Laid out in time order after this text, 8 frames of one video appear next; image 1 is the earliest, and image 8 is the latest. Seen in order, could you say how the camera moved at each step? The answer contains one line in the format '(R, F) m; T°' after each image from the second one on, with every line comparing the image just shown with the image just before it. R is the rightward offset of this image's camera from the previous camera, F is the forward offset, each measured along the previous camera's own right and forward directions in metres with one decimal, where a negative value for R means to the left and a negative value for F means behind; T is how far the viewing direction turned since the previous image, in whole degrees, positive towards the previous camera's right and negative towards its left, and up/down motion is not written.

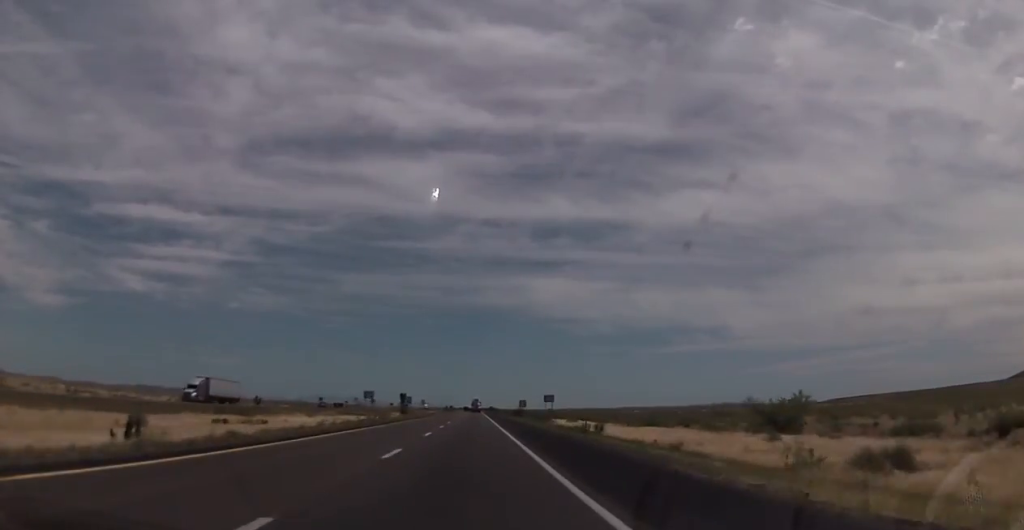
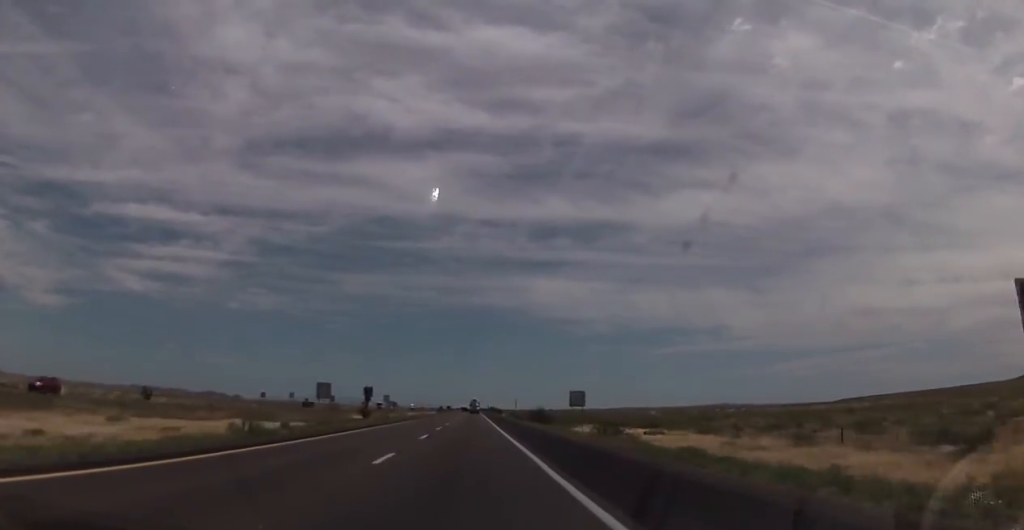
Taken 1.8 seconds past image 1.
(-0.6, +63.0) m; 0°
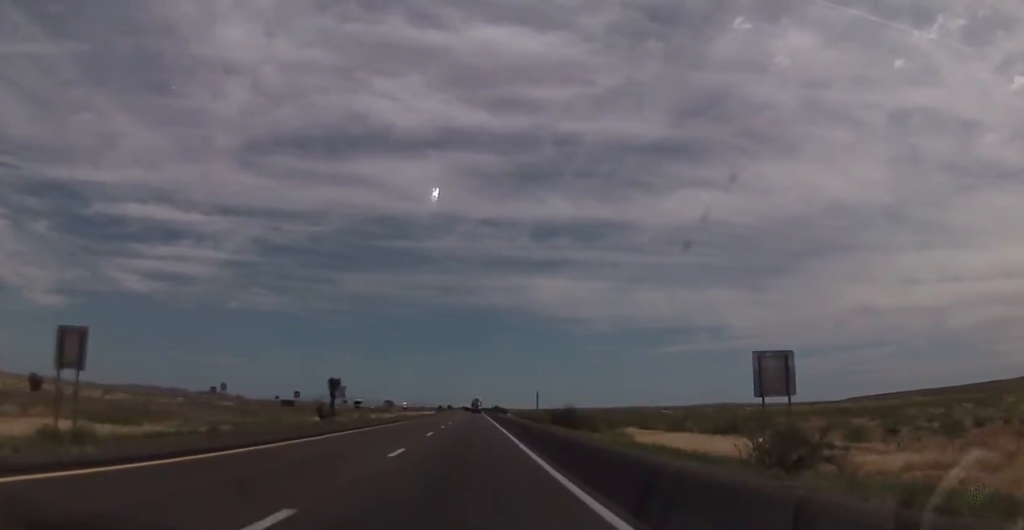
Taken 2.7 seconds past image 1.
(+0.4, +34.6) m; +1°
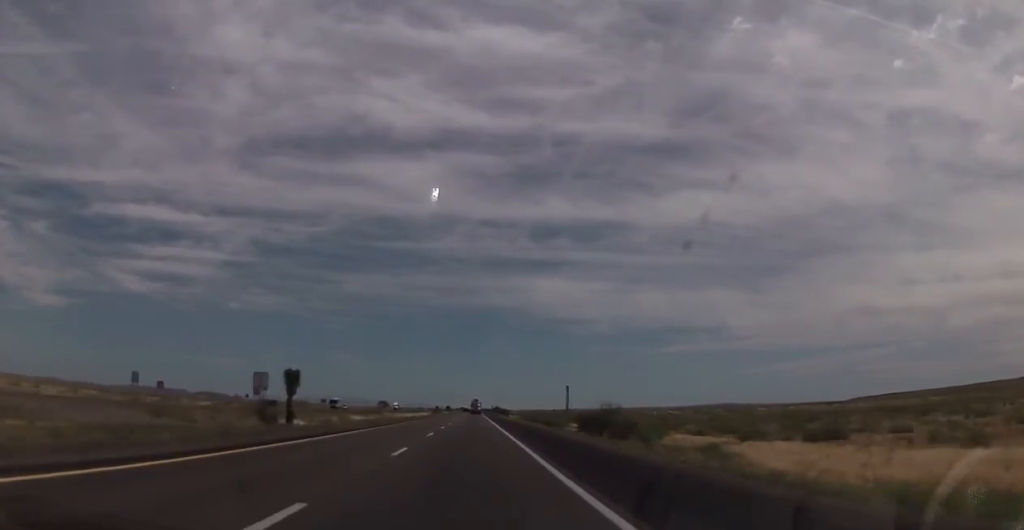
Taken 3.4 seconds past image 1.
(0.0, +24.0) m; 0°
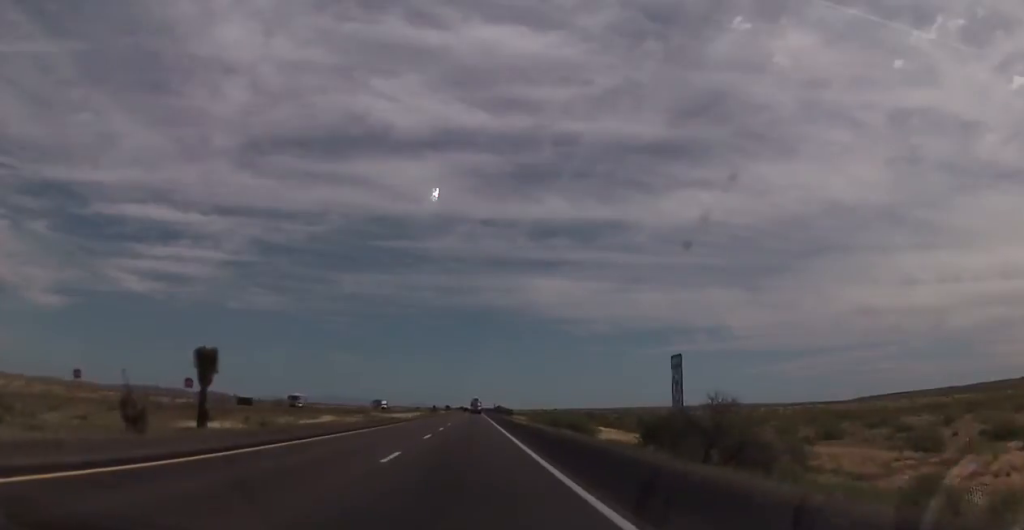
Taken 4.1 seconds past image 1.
(0.0, +26.5) m; -1°
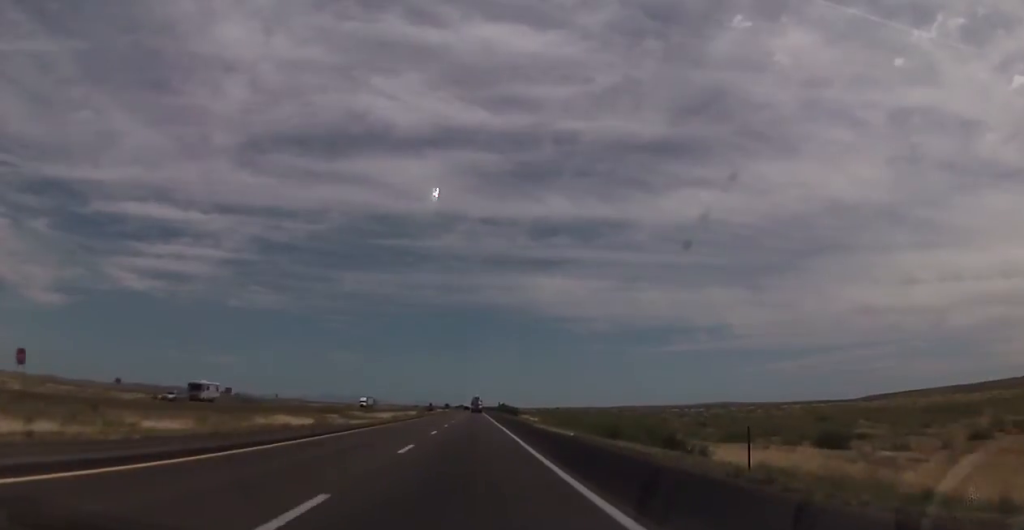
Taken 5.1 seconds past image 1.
(-0.3, +33.8) m; 0°
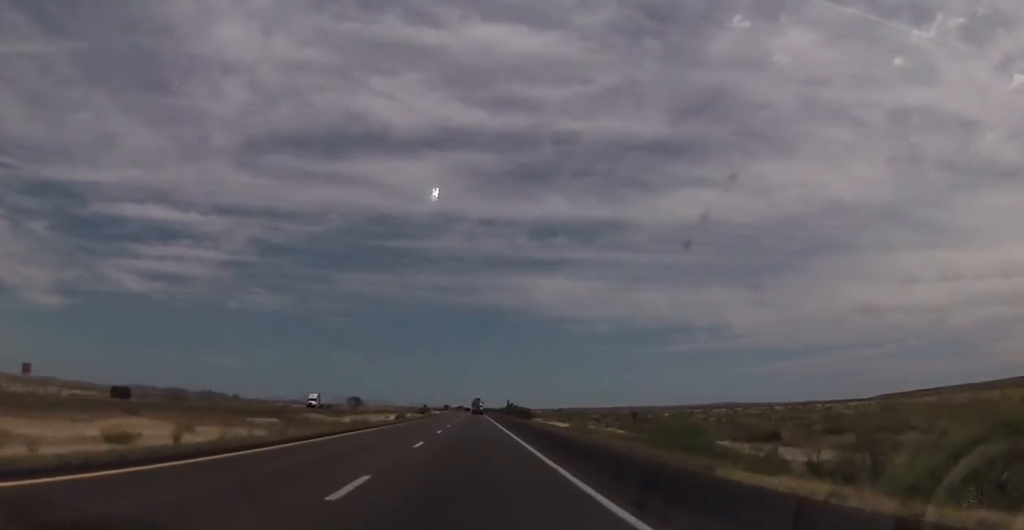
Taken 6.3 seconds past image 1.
(+0.2, +46.2) m; +1°
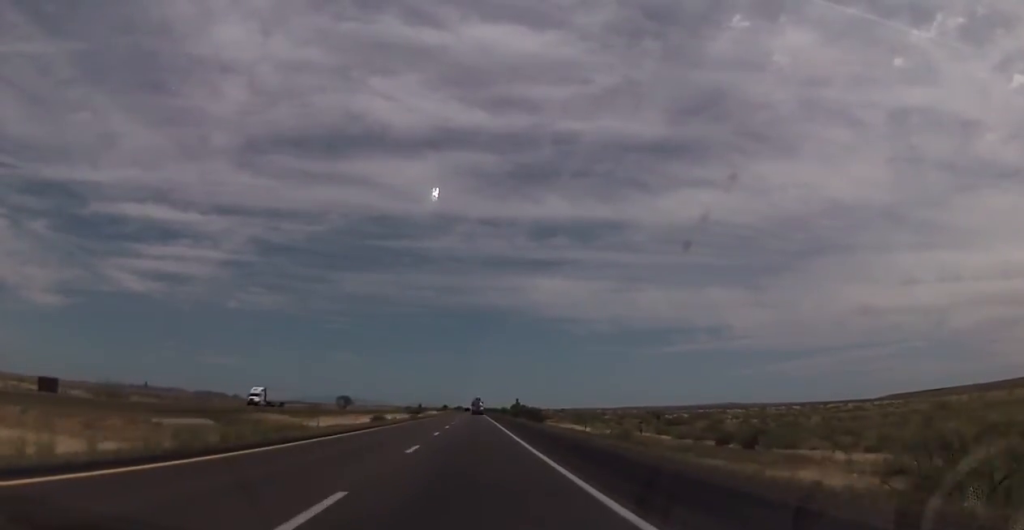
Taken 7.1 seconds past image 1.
(+0.1, +26.9) m; 0°
